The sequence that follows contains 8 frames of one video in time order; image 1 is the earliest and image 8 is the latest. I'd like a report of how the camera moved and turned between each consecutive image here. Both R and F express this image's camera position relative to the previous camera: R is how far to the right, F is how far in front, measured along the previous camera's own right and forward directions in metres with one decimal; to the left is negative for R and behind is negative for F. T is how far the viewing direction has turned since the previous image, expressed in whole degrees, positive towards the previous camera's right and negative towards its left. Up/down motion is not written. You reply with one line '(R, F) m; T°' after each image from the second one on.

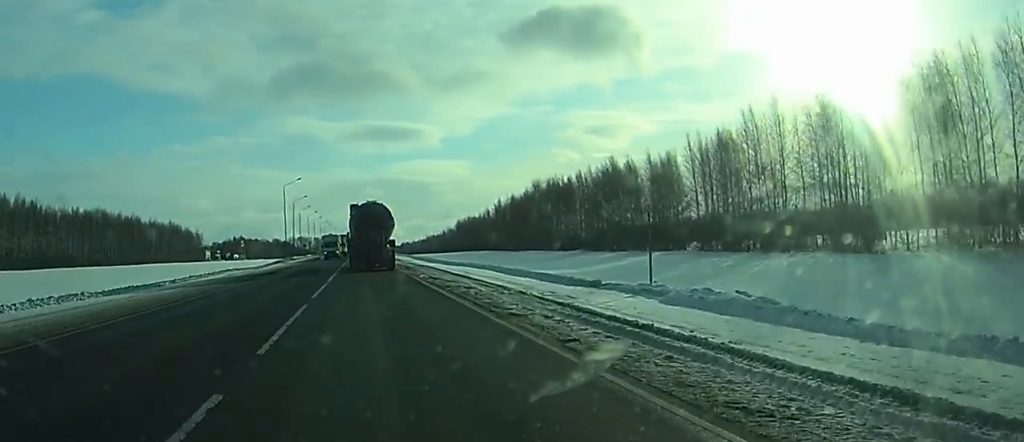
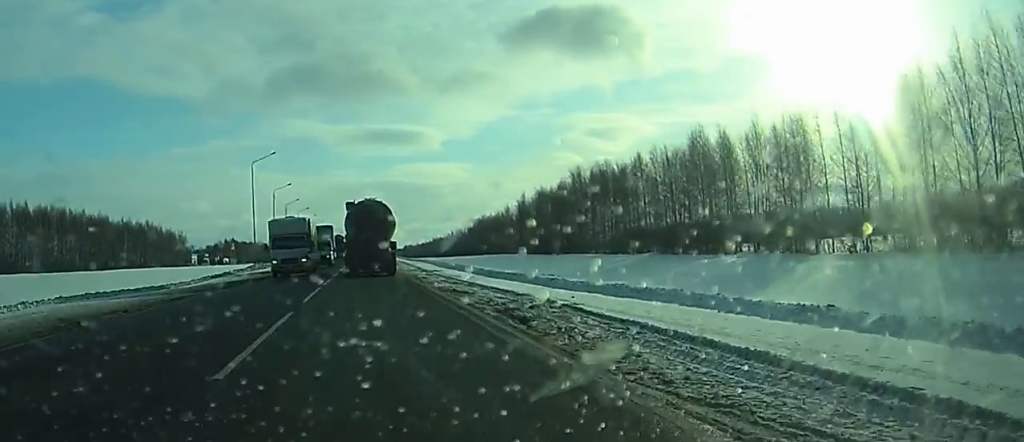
(-0.2, +38.9) m; -1°
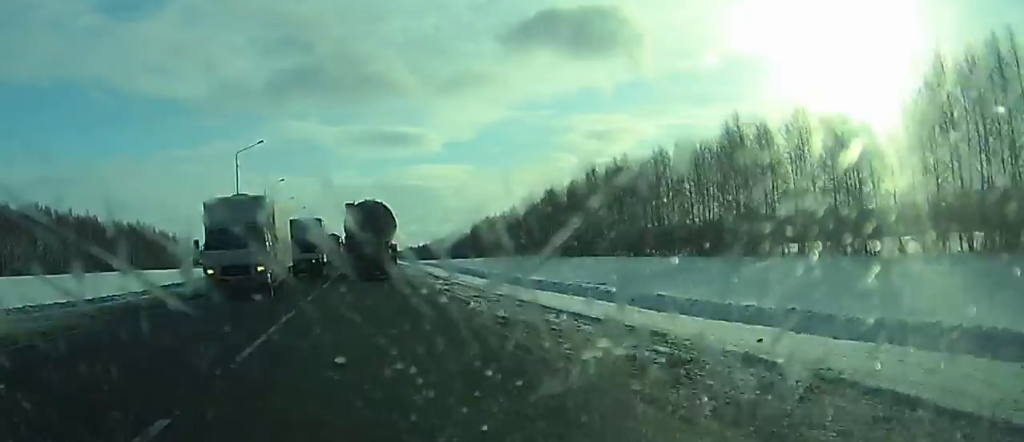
(0.0, +11.2) m; 0°
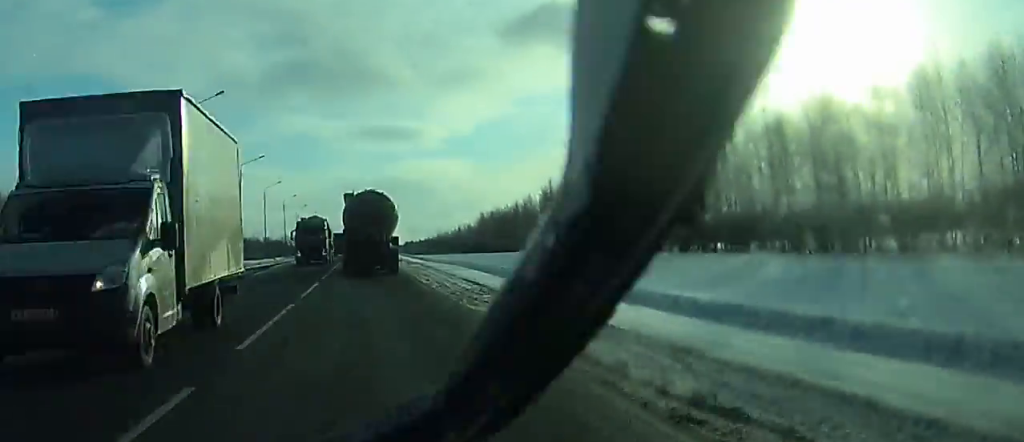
(0.0, +23.0) m; 0°
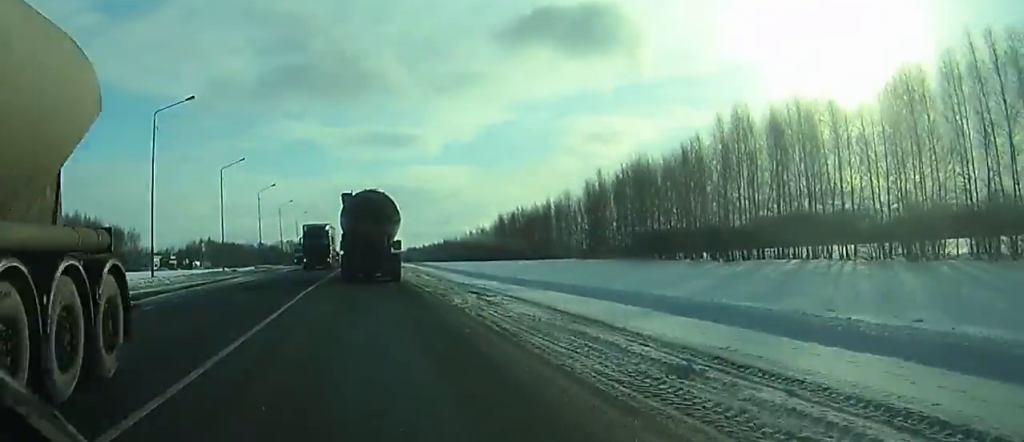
(-0.1, +40.7) m; 0°
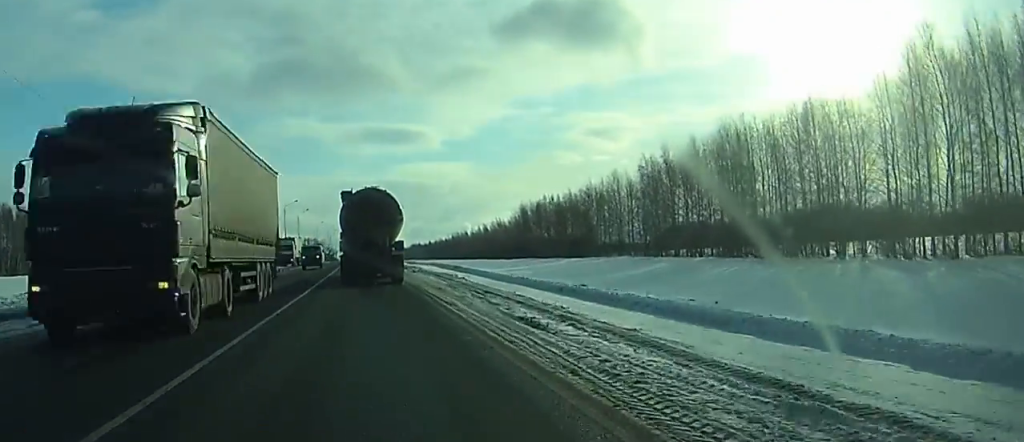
(+0.1, +34.3) m; 0°
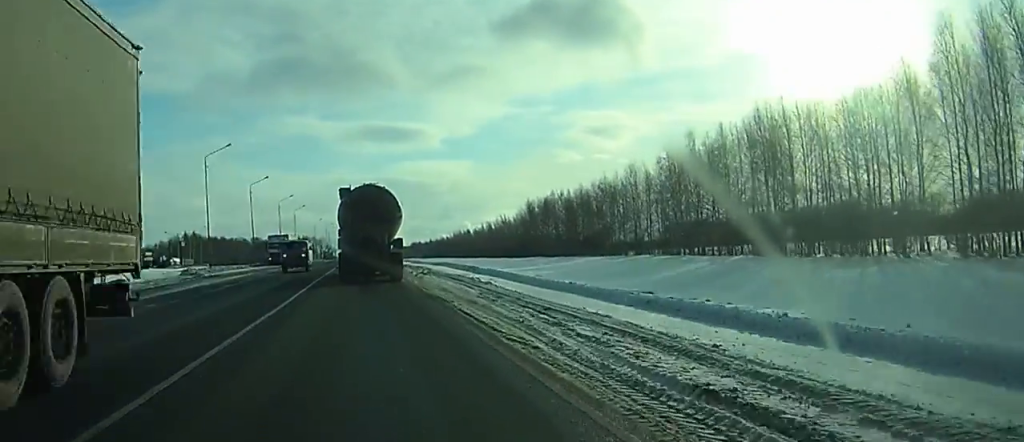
(0.0, +9.7) m; 0°
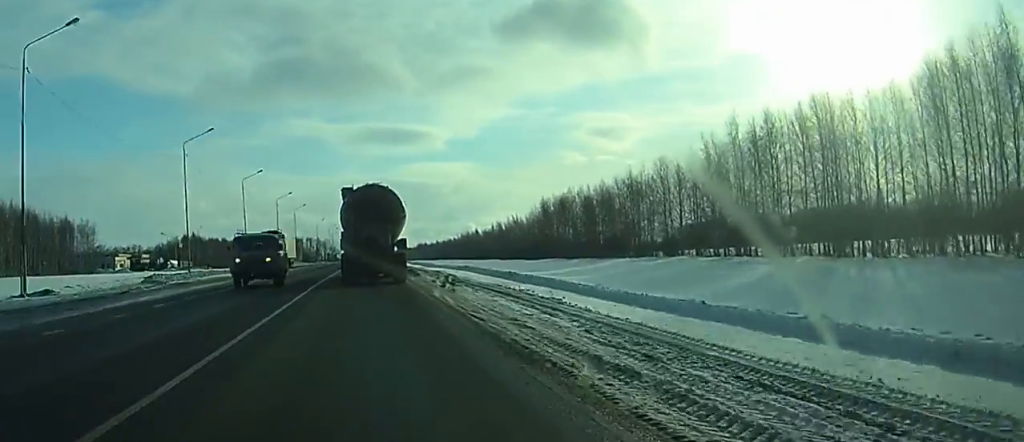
(0.0, +12.1) m; 0°
